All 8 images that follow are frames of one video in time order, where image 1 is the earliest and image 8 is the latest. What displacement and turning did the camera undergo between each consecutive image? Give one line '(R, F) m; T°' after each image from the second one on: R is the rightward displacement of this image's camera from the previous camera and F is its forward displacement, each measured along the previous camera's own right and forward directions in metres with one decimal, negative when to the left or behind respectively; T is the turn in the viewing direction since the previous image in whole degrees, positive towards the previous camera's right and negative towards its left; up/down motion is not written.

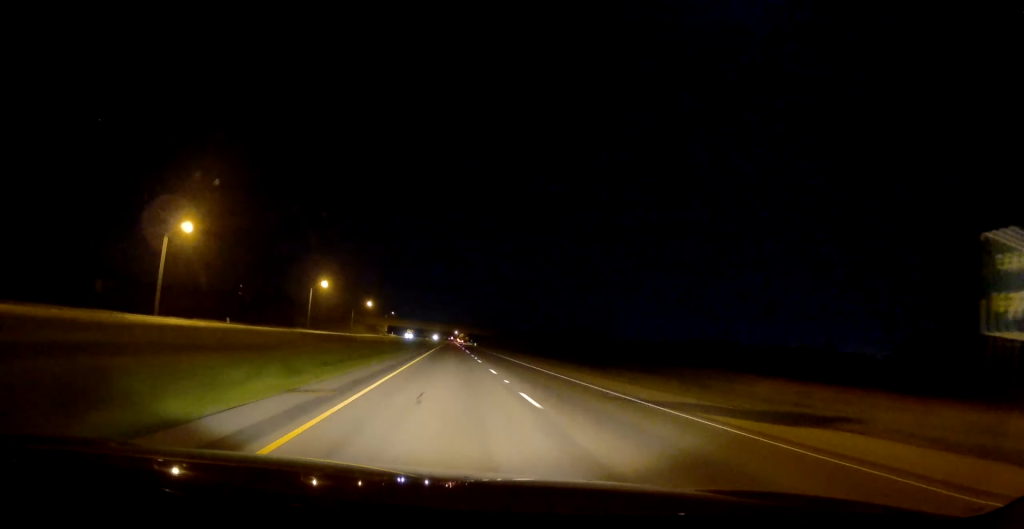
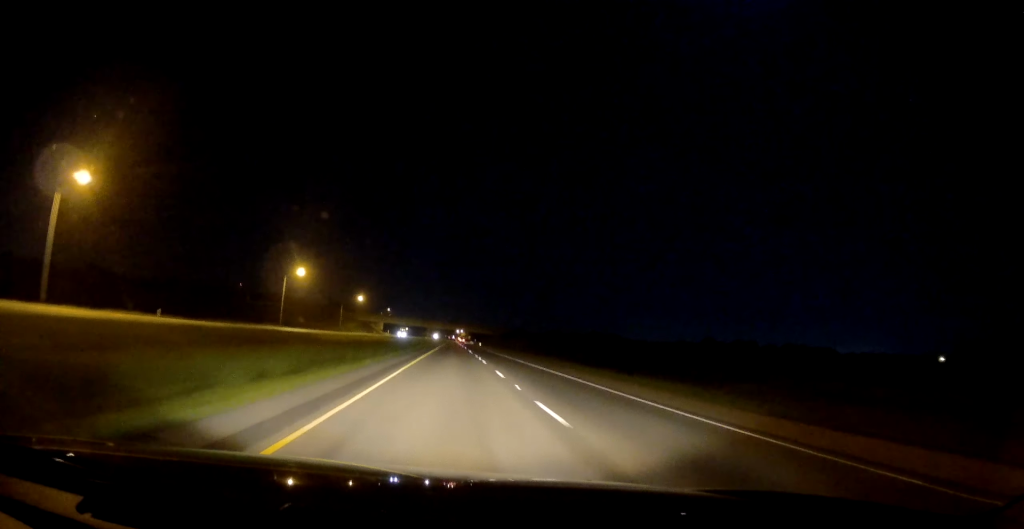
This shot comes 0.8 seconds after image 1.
(-0.4, +27.1) m; 0°
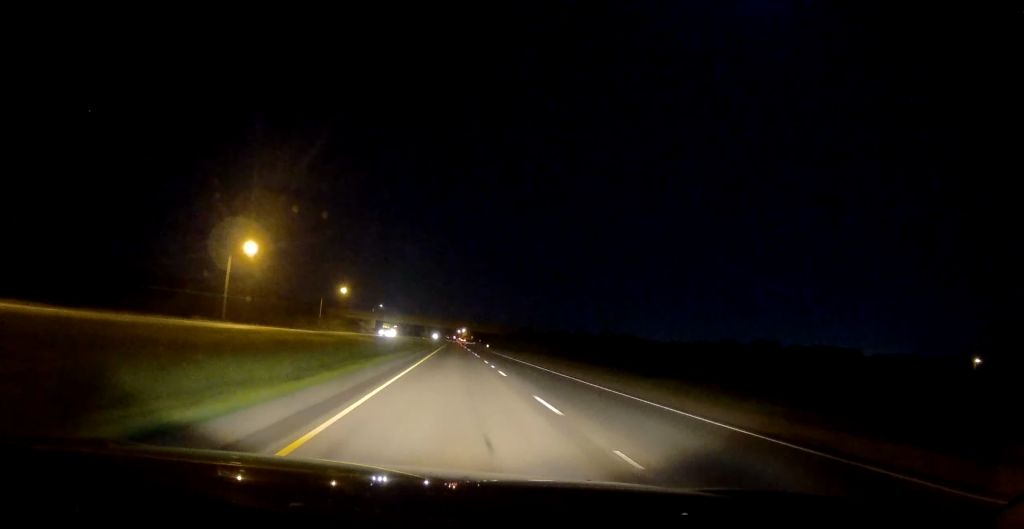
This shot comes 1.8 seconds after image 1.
(+0.1, +34.8) m; +1°
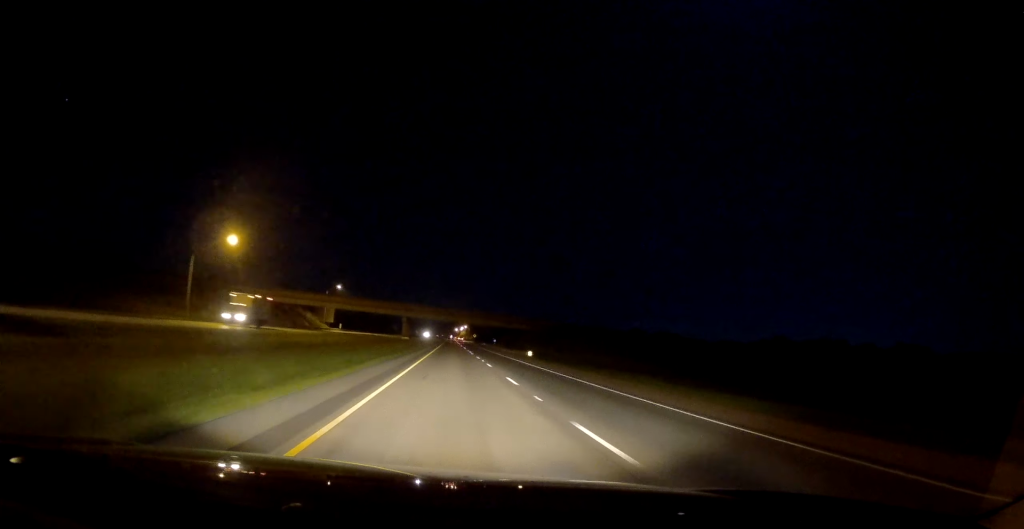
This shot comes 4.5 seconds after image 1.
(+1.0, +89.5) m; +1°
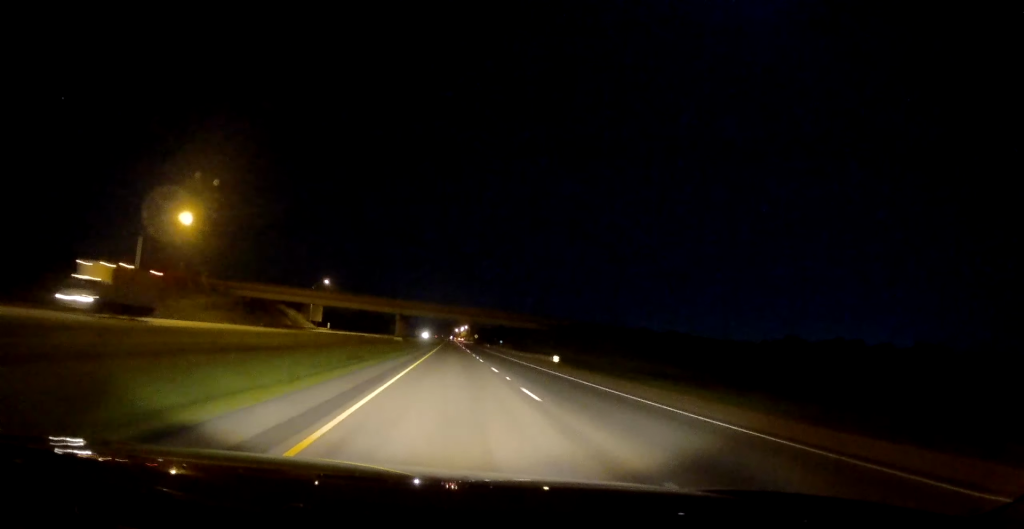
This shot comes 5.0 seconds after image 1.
(0.0, +16.8) m; 0°
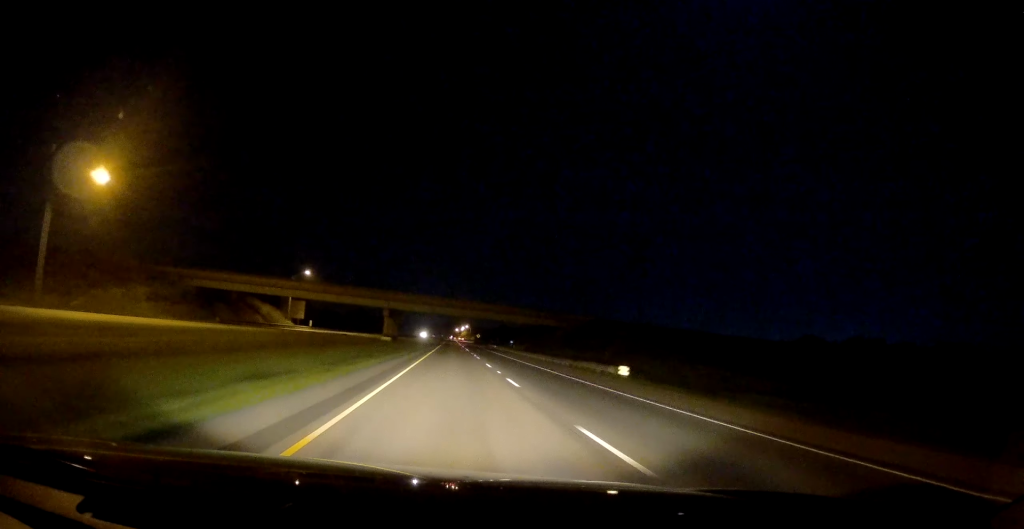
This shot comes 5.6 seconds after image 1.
(0.0, +20.2) m; 0°
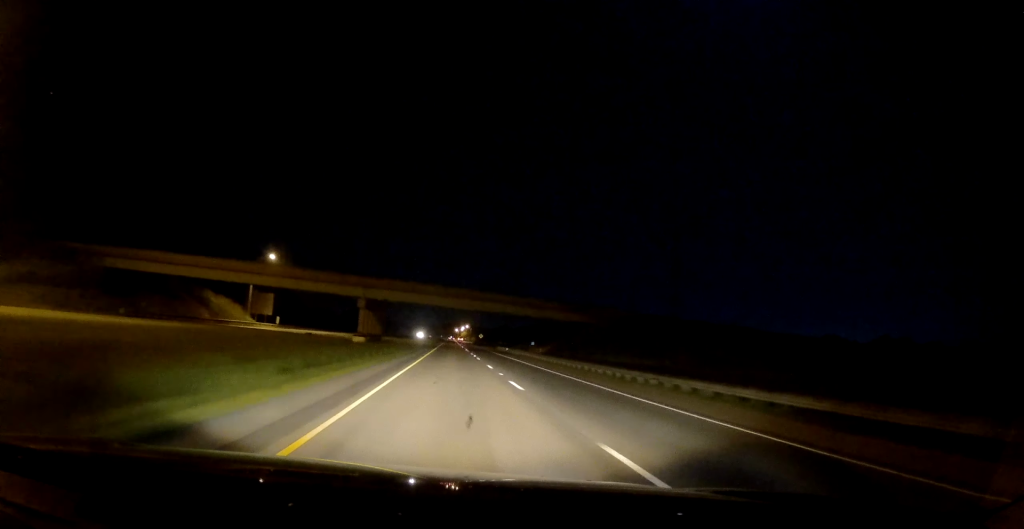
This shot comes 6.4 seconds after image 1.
(0.0, +25.8) m; 0°
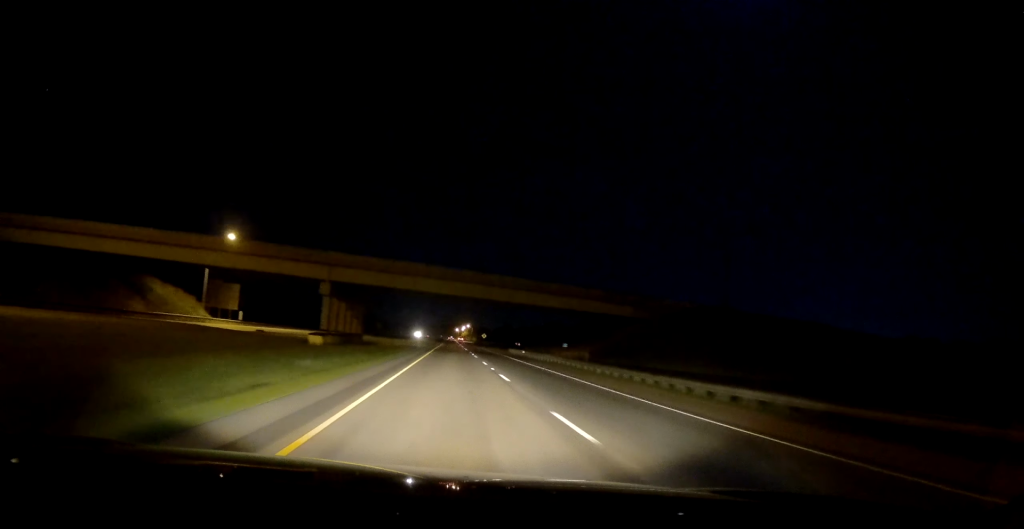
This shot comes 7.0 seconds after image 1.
(0.0, +20.4) m; 0°
